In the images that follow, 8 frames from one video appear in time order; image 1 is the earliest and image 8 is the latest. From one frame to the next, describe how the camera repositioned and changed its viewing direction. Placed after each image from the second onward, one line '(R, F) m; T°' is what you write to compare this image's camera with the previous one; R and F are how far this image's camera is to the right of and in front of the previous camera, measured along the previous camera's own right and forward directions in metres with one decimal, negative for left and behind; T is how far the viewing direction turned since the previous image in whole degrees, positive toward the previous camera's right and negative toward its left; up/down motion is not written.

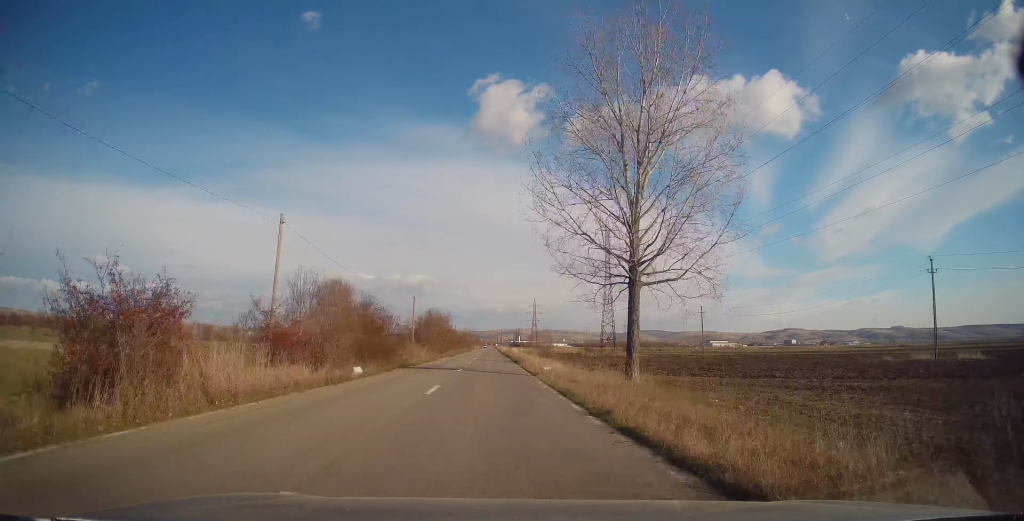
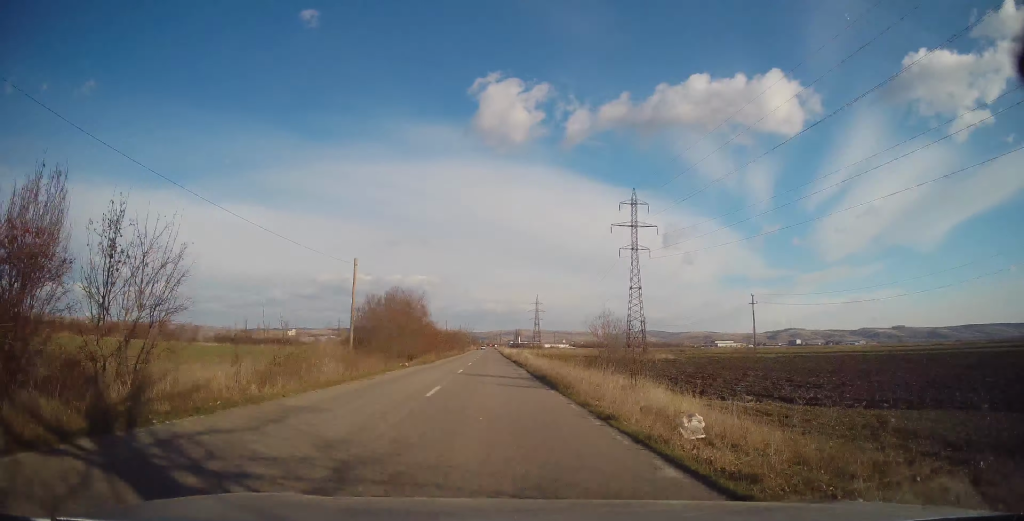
(+0.1, +23.5) m; 0°
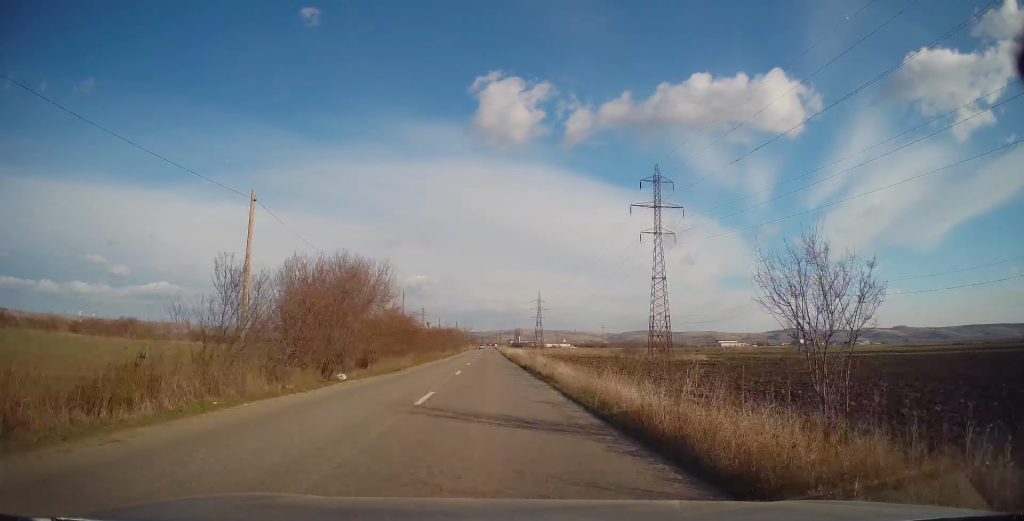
(0.0, +14.7) m; 0°
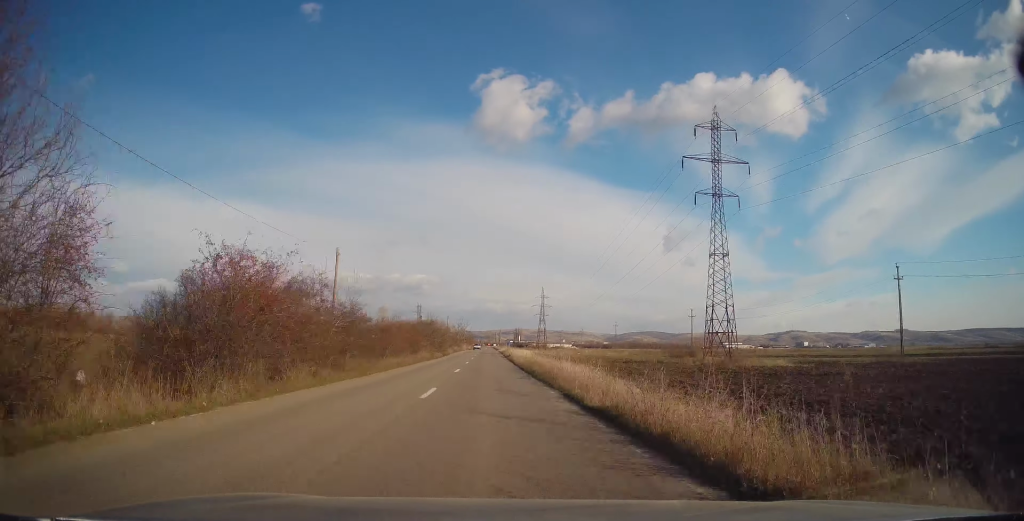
(-0.1, +22.6) m; 0°
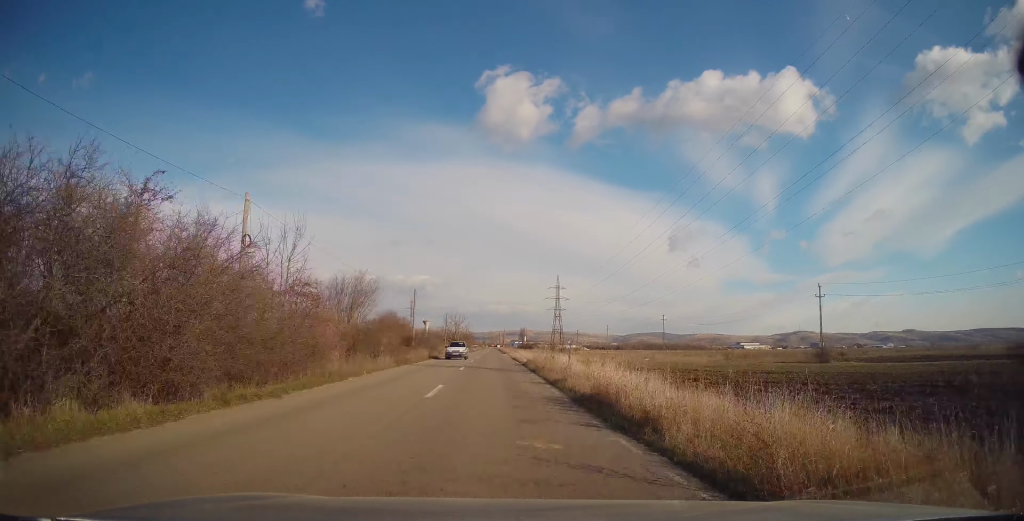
(0.0, +47.8) m; 0°
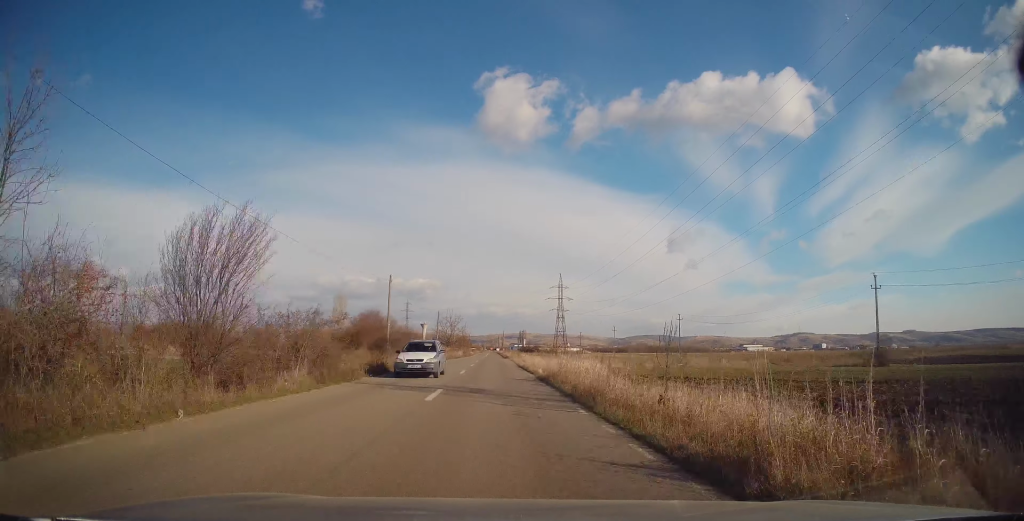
(0.0, +12.1) m; 0°
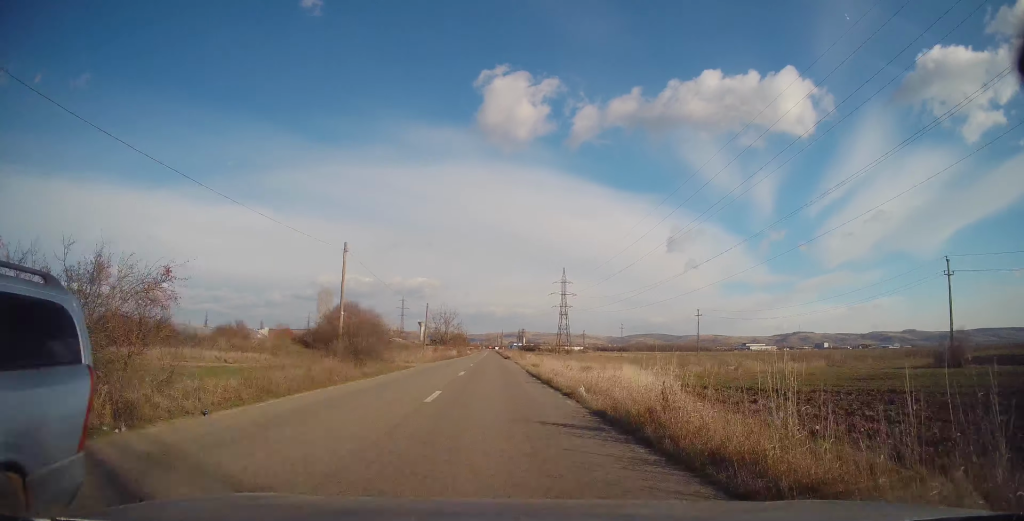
(0.0, +11.8) m; 0°
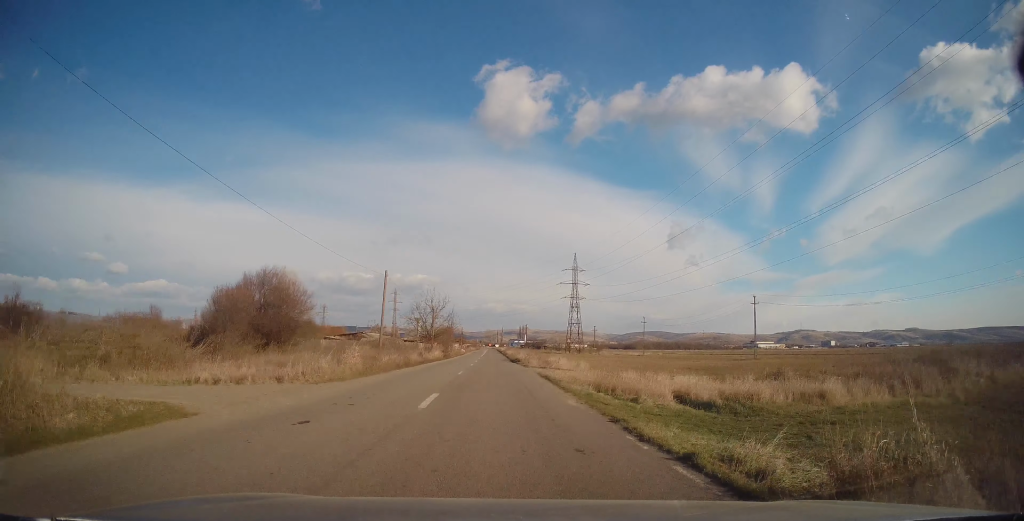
(0.0, +25.6) m; 0°
